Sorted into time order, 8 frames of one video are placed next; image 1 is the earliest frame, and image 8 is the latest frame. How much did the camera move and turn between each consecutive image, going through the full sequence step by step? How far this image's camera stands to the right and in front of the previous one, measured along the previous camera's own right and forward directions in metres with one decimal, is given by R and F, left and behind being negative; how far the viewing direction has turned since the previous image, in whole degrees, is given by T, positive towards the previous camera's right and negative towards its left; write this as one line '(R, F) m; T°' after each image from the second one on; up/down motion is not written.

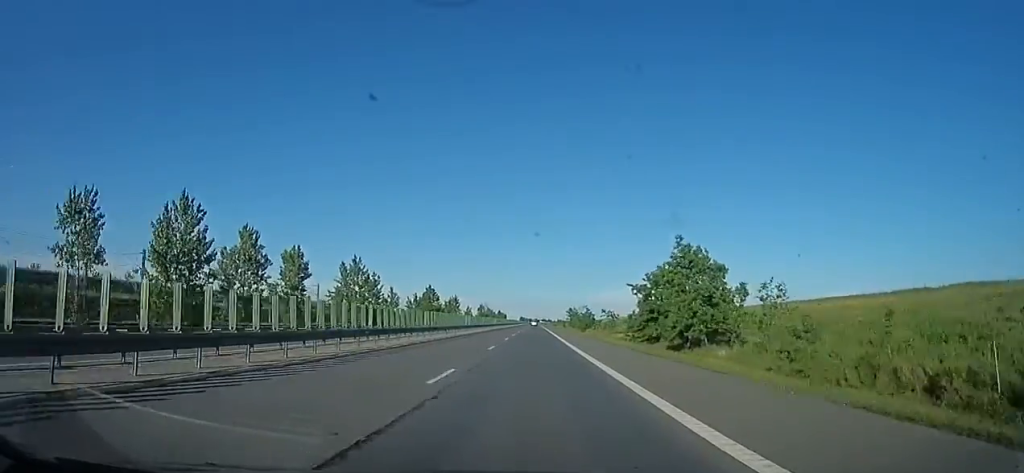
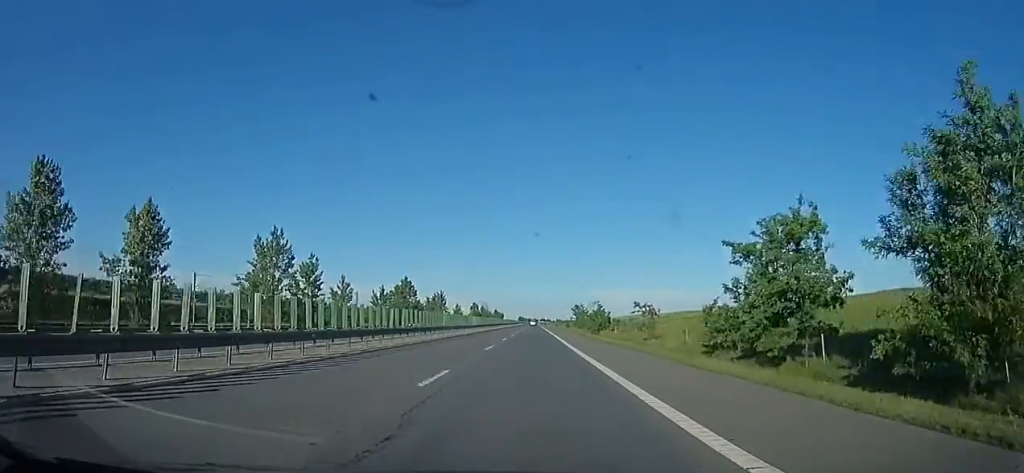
(-0.3, +24.7) m; 0°
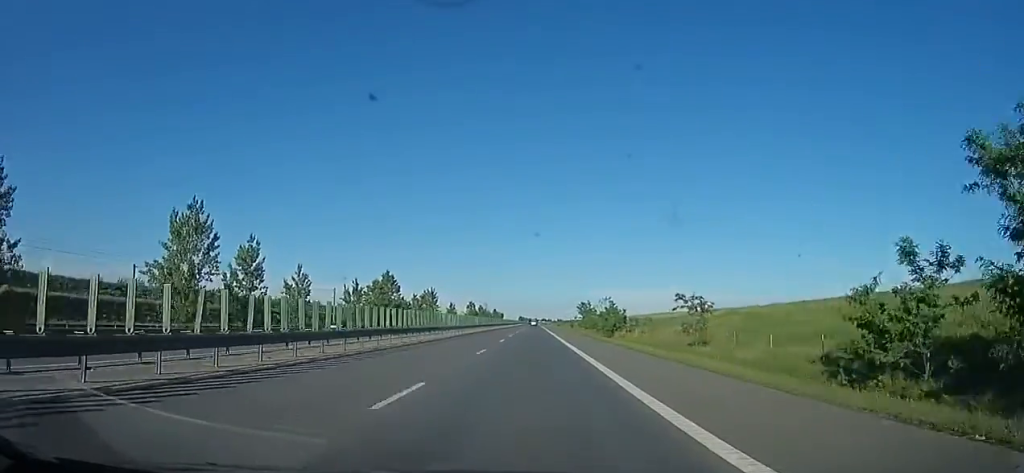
(+0.4, +14.4) m; +1°
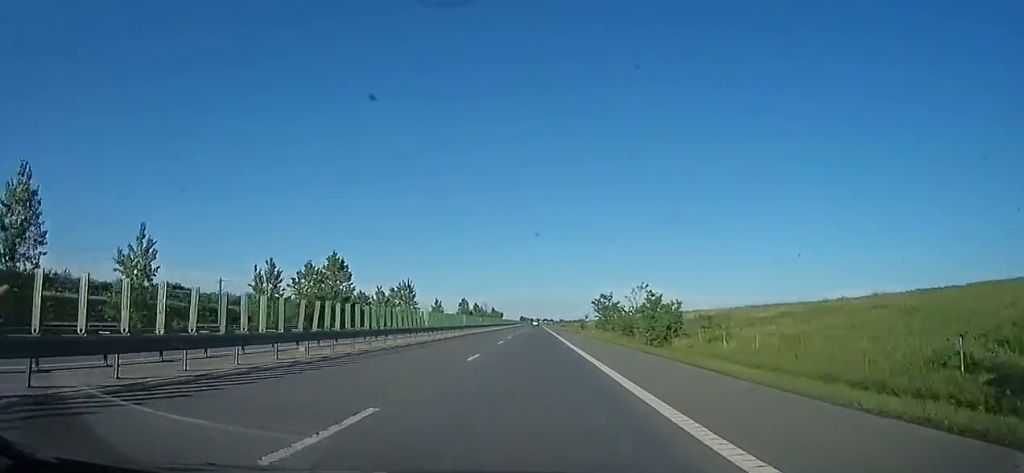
(+0.4, +27.1) m; 0°
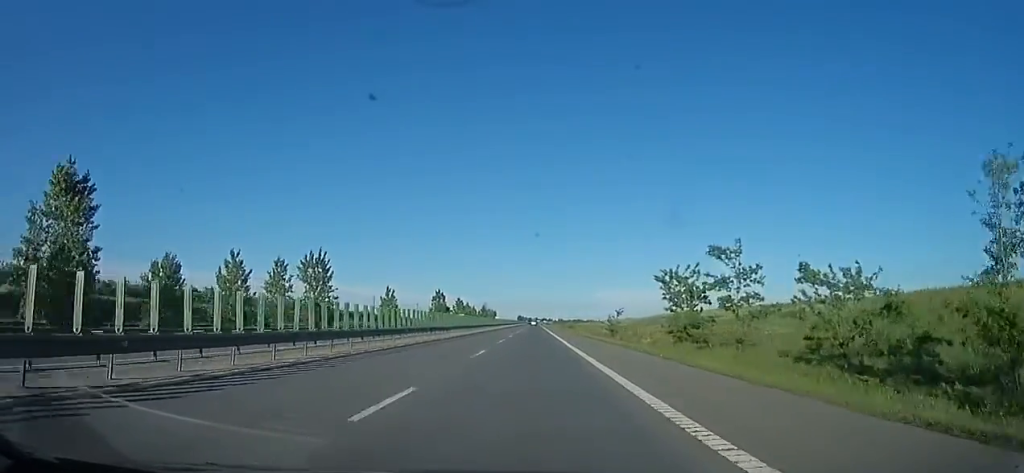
(-1.2, +45.8) m; -1°
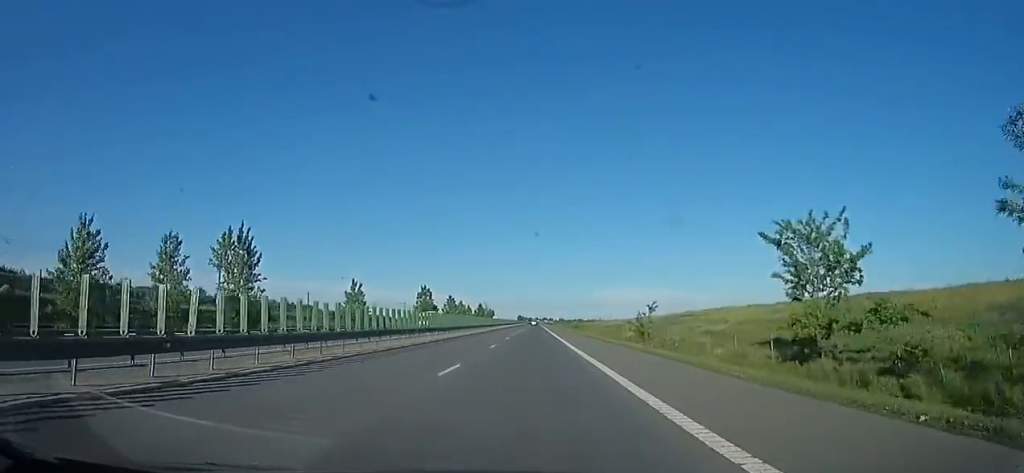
(-0.3, +18.8) m; 0°
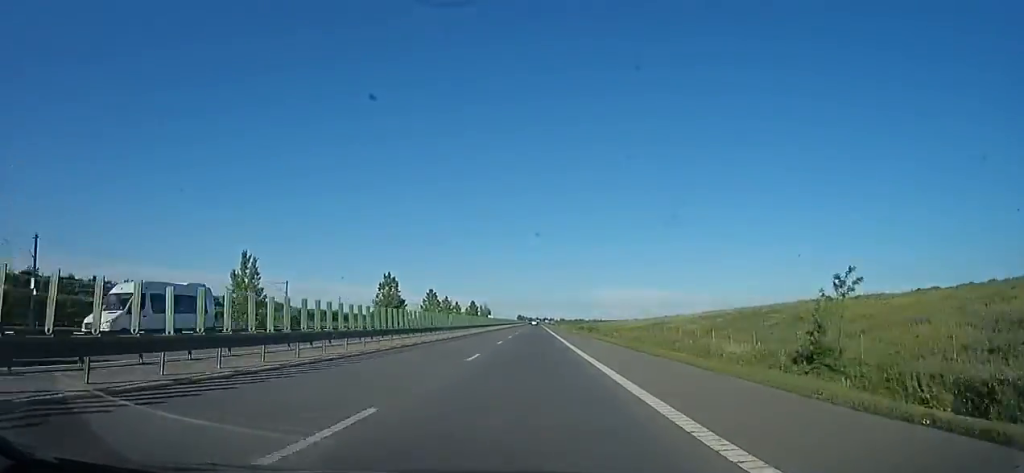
(+1.2, +31.7) m; +2°
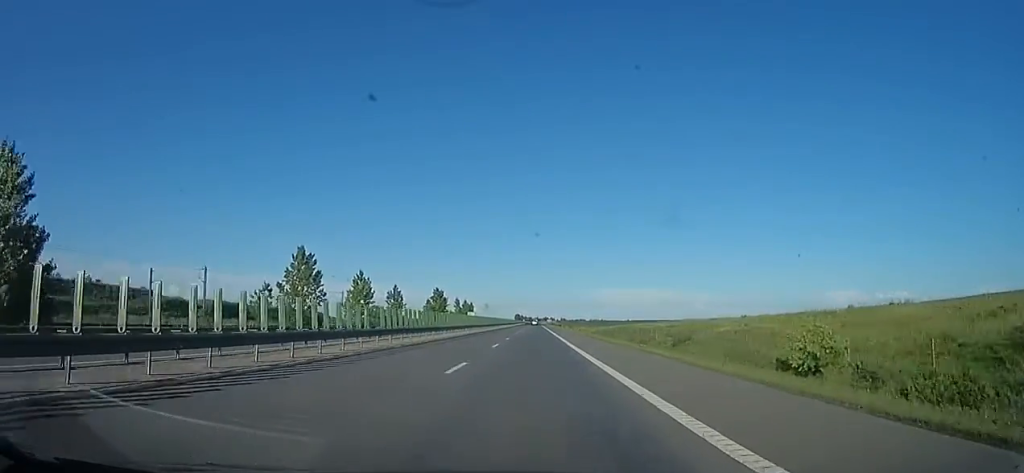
(-2.9, +76.8) m; -2°
